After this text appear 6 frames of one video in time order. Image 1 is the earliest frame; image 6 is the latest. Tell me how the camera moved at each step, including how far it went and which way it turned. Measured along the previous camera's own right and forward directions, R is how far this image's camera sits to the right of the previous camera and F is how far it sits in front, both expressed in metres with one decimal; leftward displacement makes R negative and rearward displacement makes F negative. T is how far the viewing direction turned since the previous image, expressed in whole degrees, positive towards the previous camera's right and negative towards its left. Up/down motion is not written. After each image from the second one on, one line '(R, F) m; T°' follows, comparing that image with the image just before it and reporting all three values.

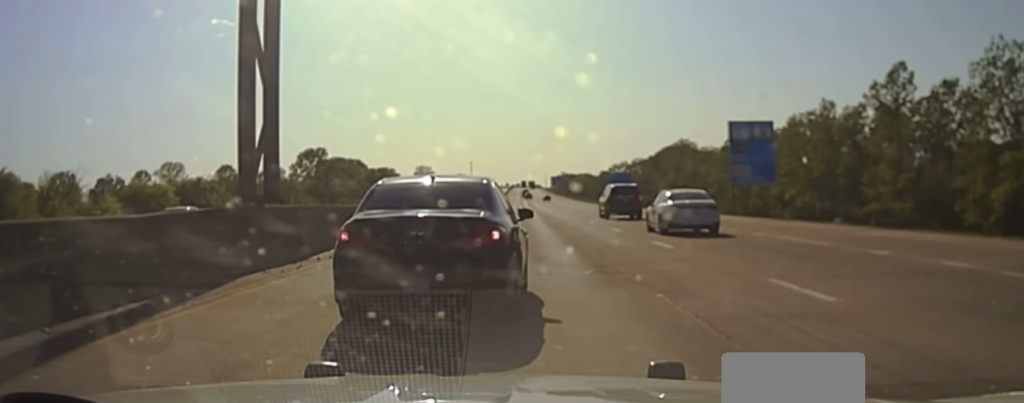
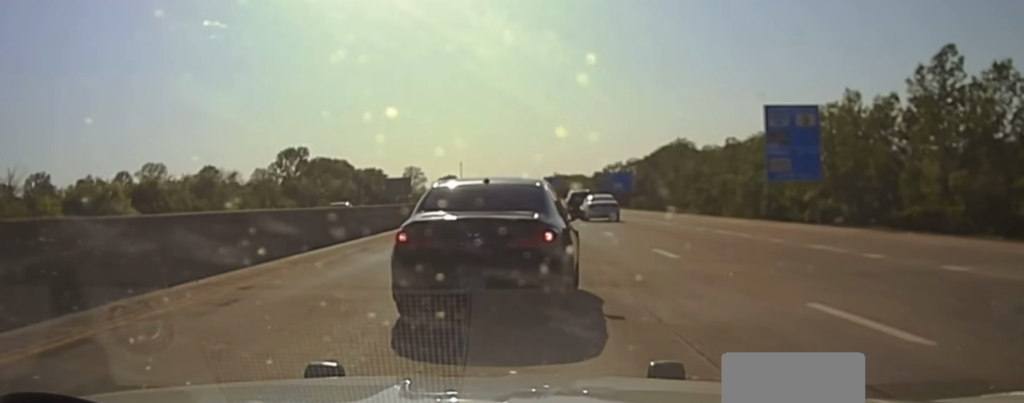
(+0.1, +15.0) m; +3°
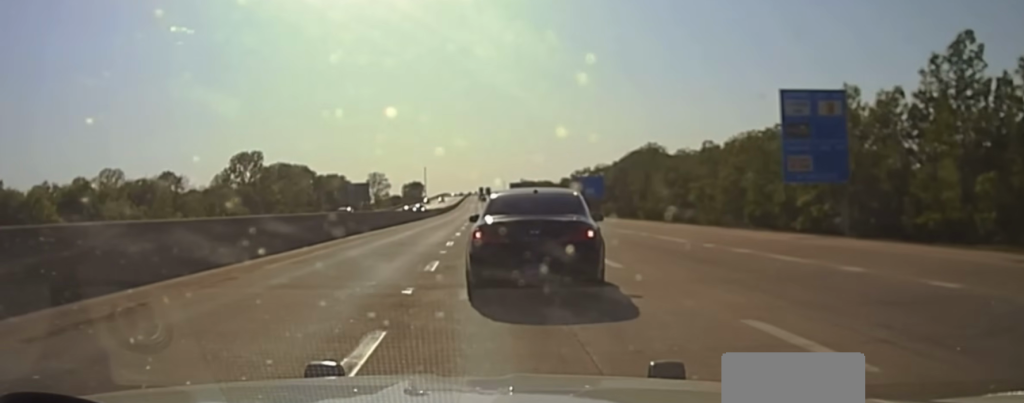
(+0.4, +14.3) m; +3°
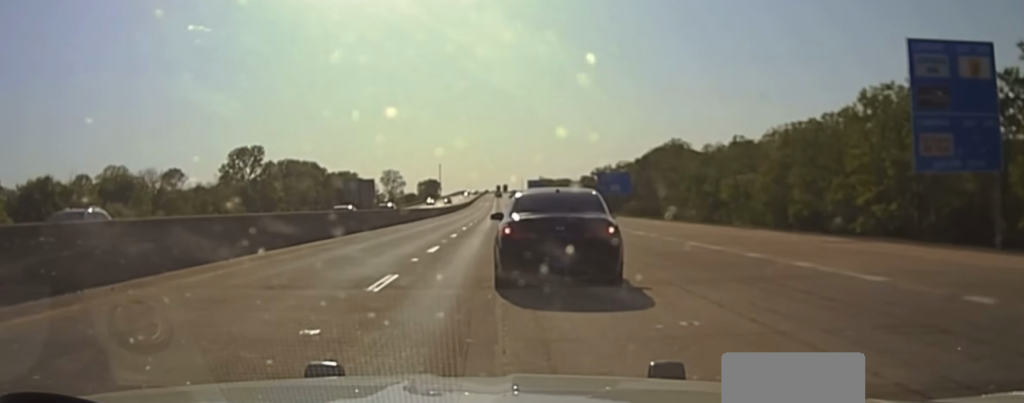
(0.0, +18.4) m; 0°
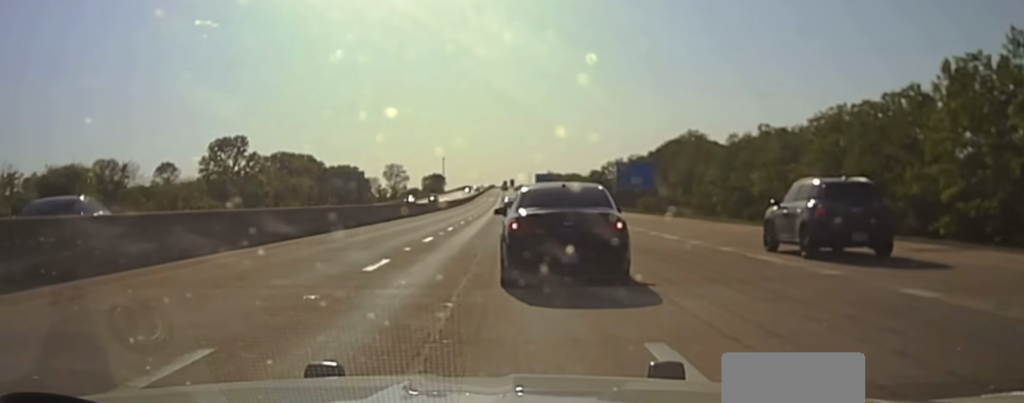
(+0.2, +21.9) m; 0°
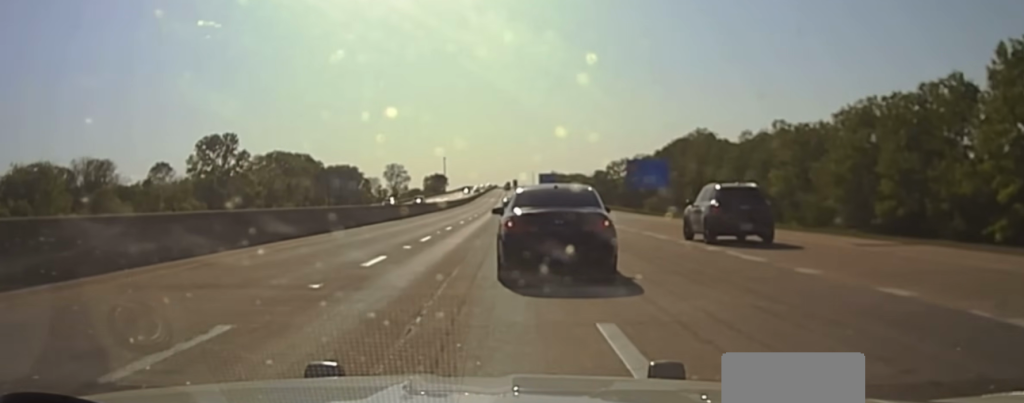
(-0.3, +10.9) m; -2°
